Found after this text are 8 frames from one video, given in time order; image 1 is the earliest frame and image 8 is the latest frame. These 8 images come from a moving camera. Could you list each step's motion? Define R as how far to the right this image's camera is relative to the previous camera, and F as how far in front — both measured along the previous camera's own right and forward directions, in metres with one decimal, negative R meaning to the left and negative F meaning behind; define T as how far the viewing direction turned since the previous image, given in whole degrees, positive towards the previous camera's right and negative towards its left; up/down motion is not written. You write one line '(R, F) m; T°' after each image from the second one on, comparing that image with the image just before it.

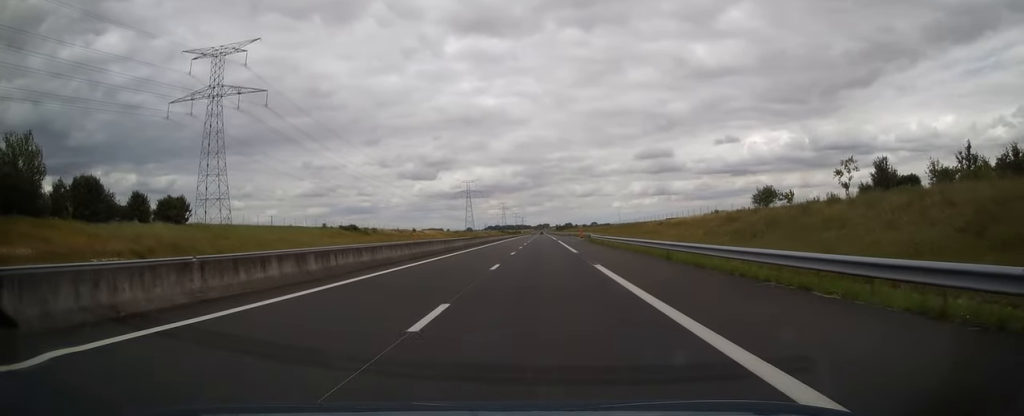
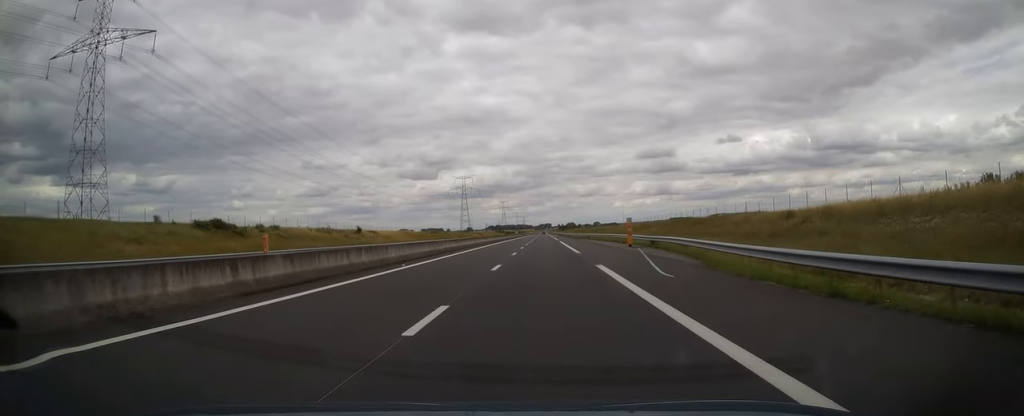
(0.0, +51.6) m; 0°
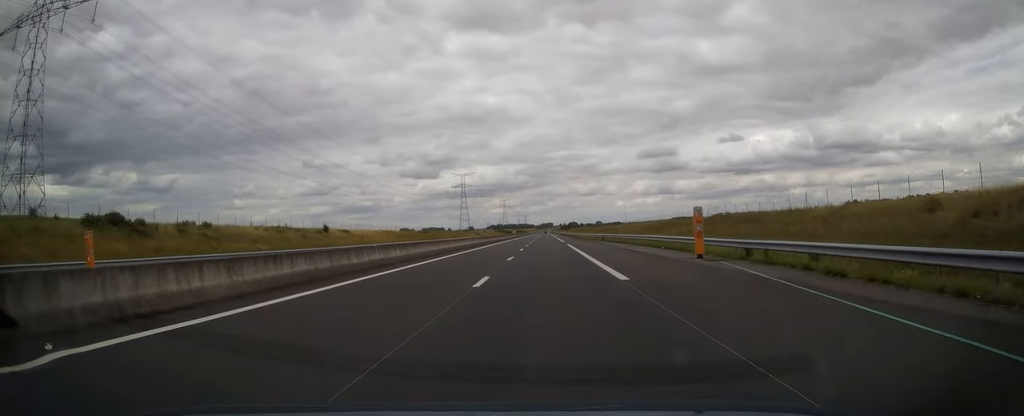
(0.0, +19.0) m; 0°
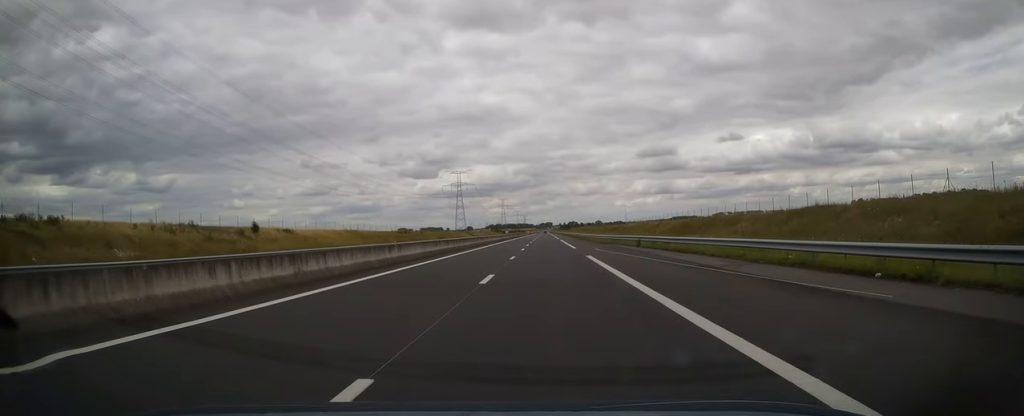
(0.0, +25.0) m; 0°
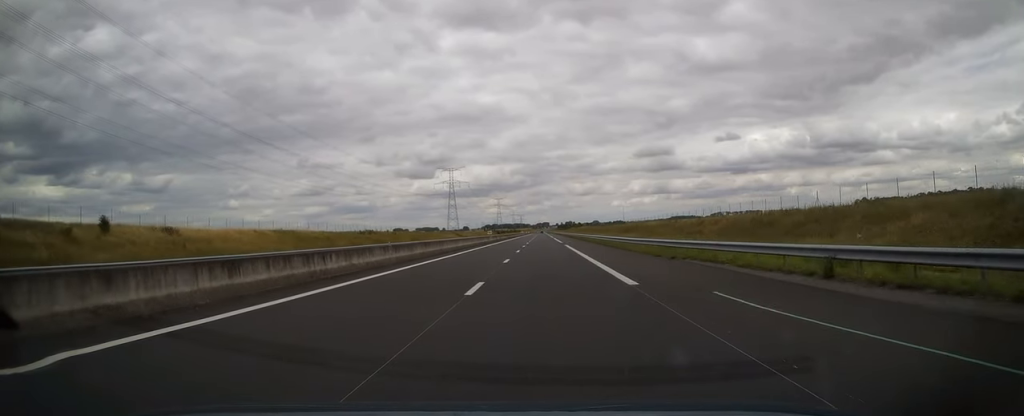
(0.0, +28.3) m; +1°
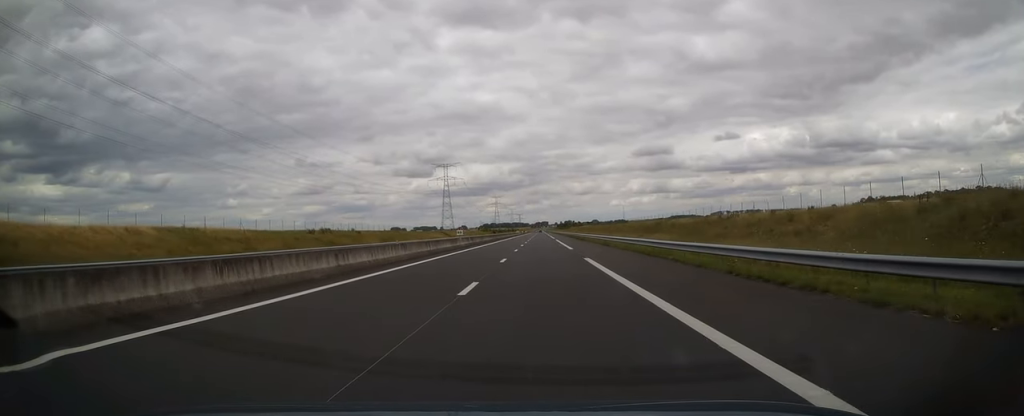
(+0.4, +25.9) m; 0°
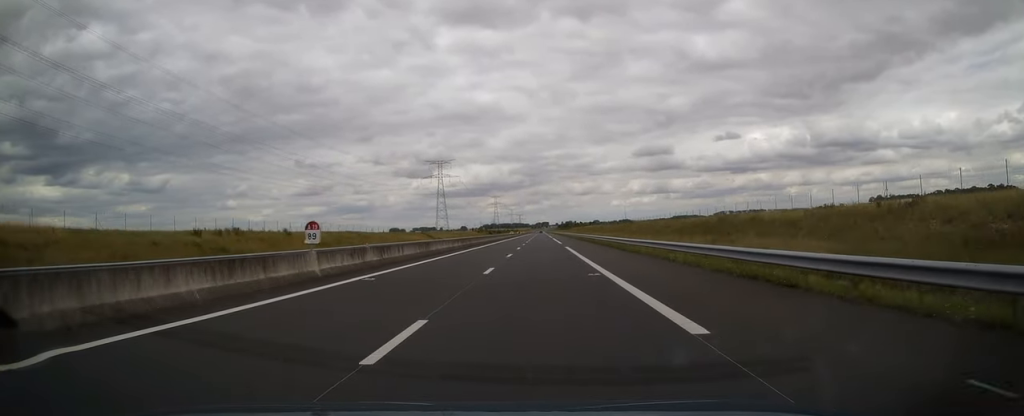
(-0.5, +32.2) m; -1°
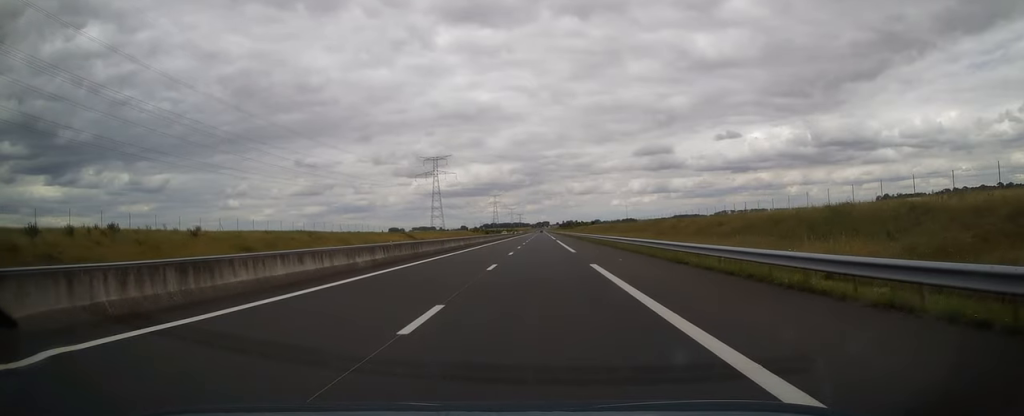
(0.0, +23.9) m; 0°
